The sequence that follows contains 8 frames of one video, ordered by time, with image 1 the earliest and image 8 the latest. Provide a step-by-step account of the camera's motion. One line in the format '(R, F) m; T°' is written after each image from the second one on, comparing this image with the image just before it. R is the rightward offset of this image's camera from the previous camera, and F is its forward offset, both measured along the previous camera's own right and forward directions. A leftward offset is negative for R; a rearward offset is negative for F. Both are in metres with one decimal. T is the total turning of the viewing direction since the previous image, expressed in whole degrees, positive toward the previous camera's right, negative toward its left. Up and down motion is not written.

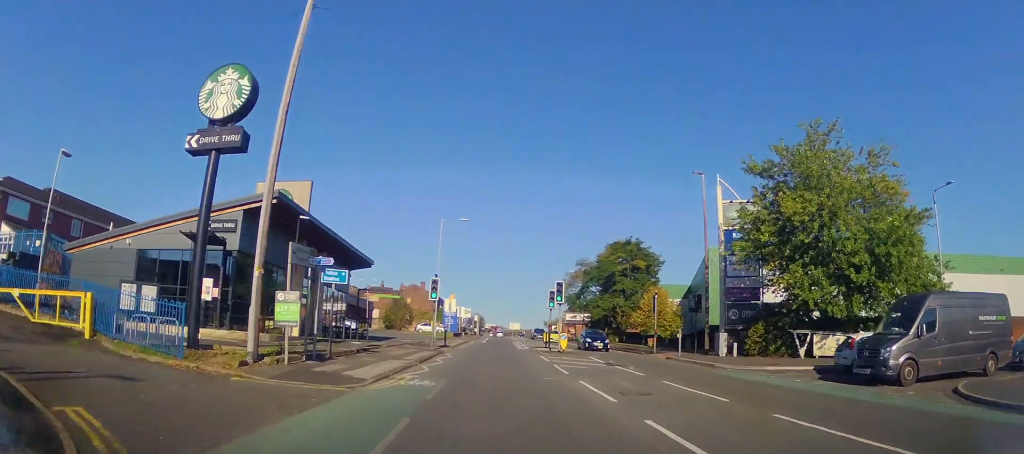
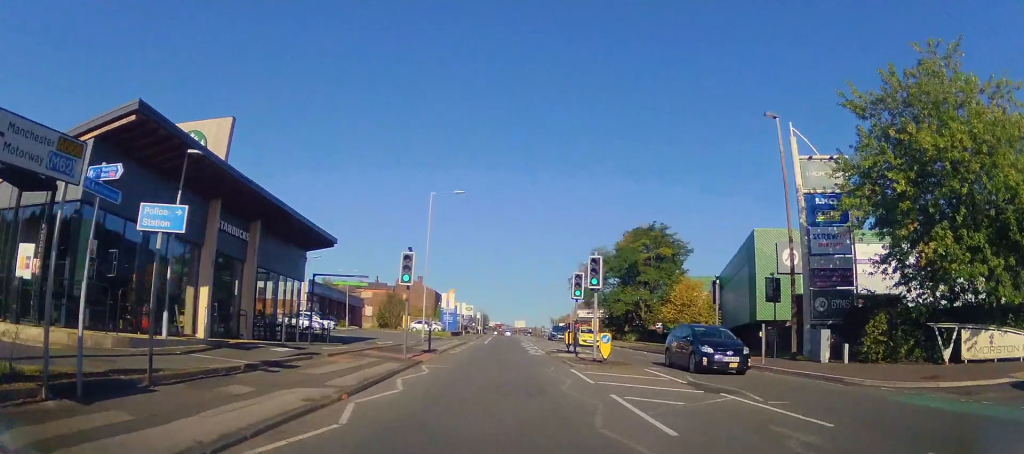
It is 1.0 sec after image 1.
(-0.3, +9.6) m; 0°
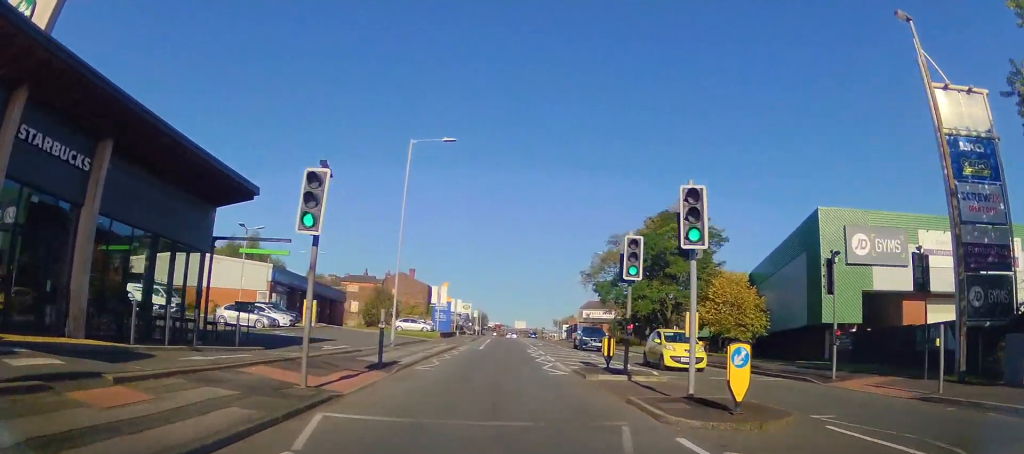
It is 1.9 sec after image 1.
(+0.2, +10.0) m; +1°
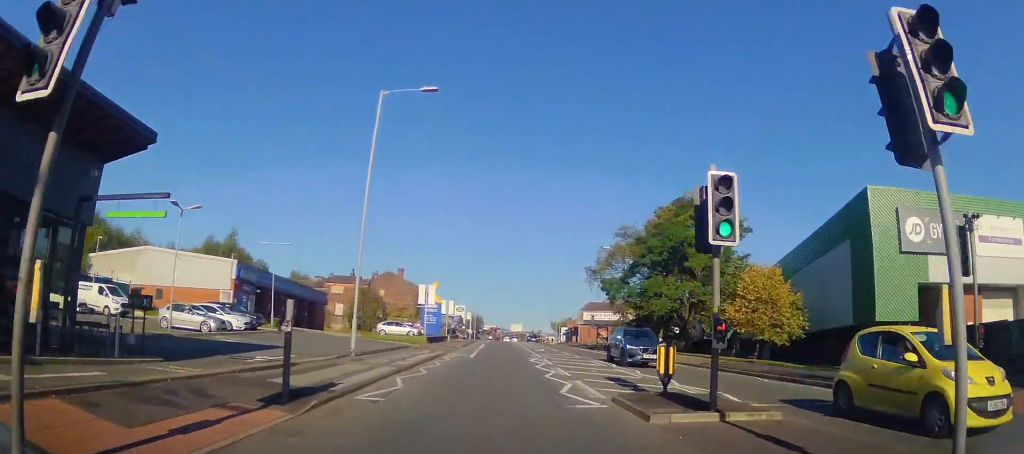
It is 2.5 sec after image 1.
(0.0, +6.4) m; 0°
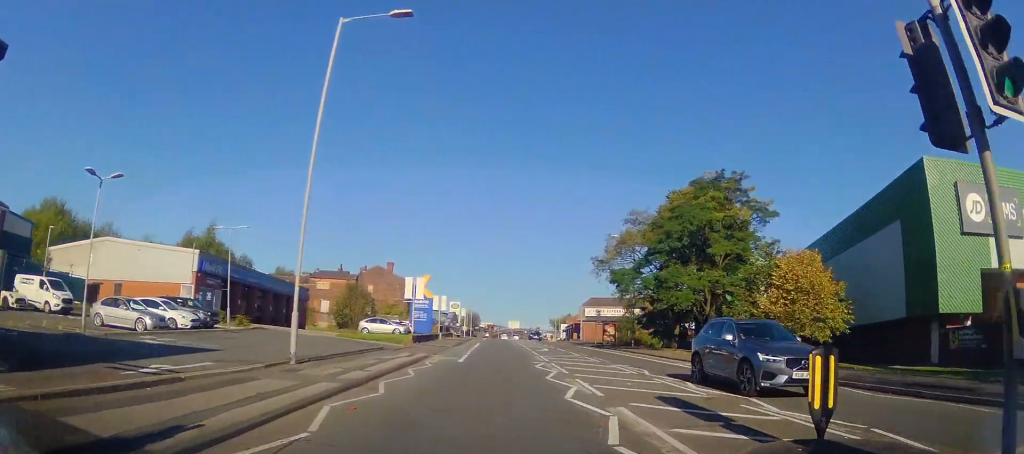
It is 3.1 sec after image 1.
(0.0, +5.7) m; 0°
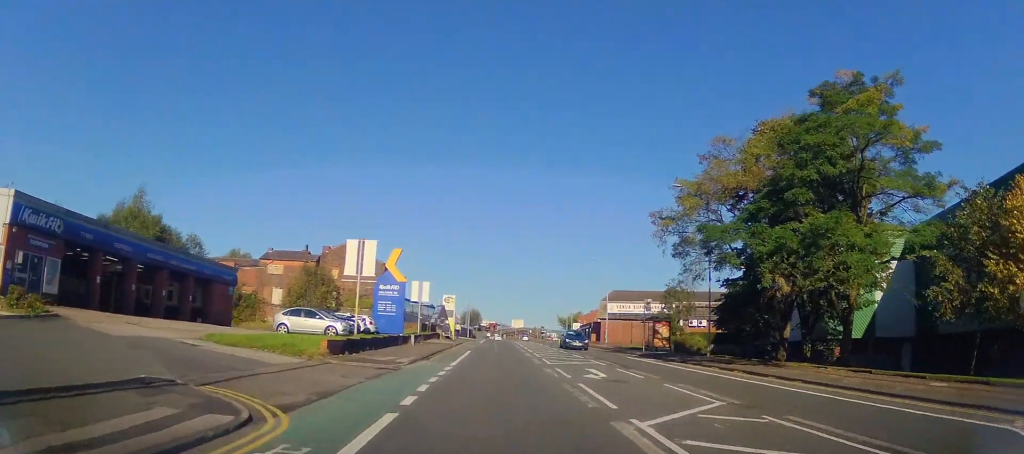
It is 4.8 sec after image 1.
(0.0, +18.8) m; -1°
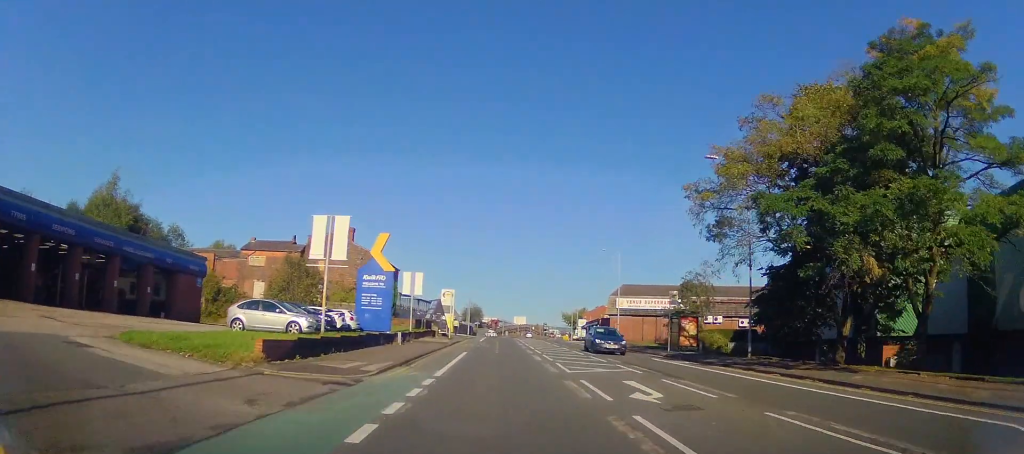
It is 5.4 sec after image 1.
(0.0, +5.6) m; 0°
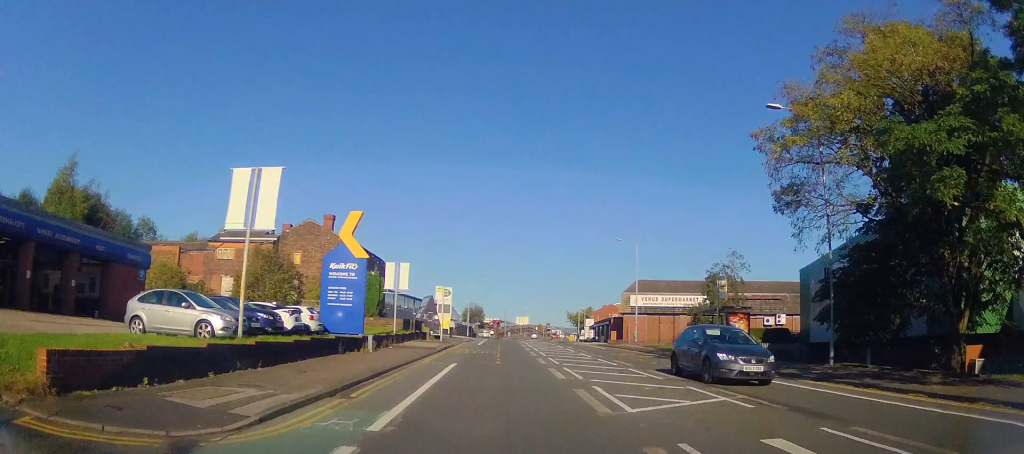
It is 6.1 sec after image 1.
(-0.3, +7.5) m; +1°
